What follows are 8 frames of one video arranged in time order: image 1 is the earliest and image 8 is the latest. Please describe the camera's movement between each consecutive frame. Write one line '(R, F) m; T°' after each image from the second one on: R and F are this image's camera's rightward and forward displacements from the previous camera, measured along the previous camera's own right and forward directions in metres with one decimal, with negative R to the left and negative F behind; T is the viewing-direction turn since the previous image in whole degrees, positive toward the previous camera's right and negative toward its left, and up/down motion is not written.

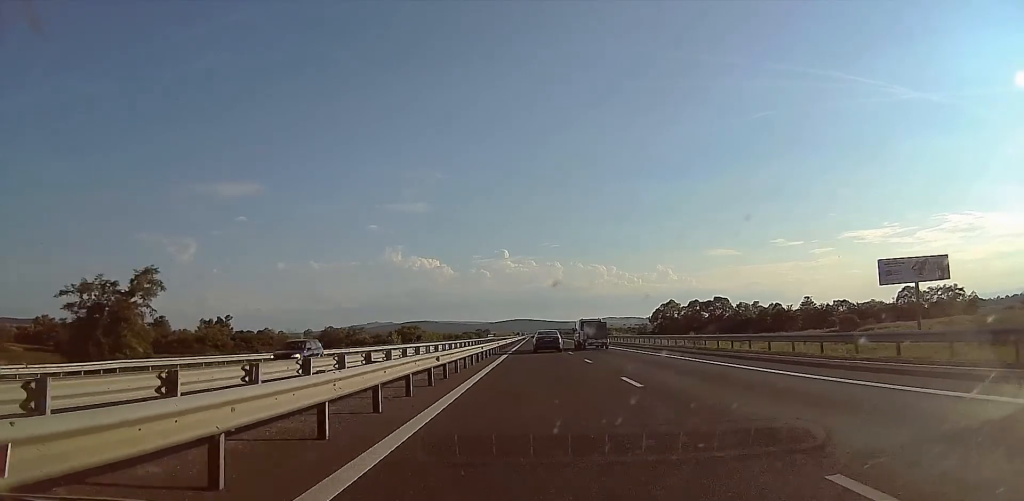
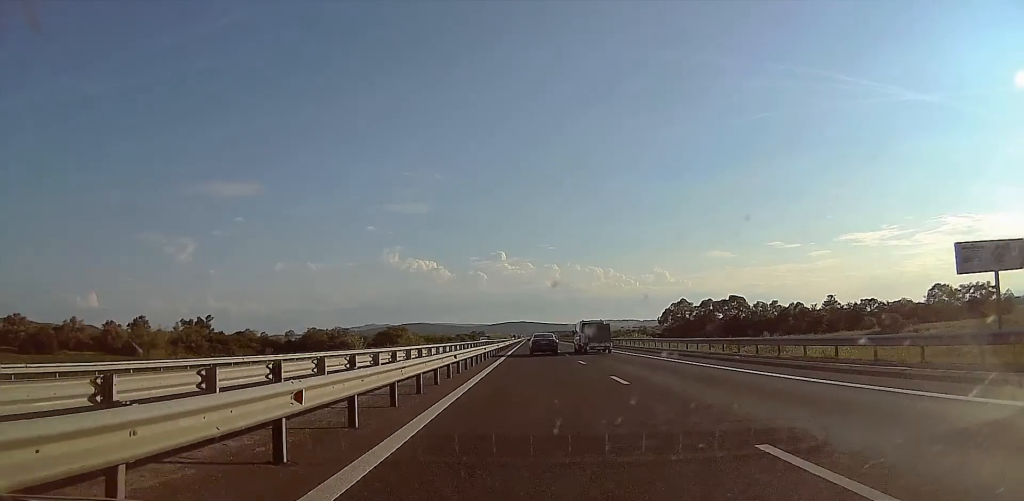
(0.0, +22.5) m; 0°
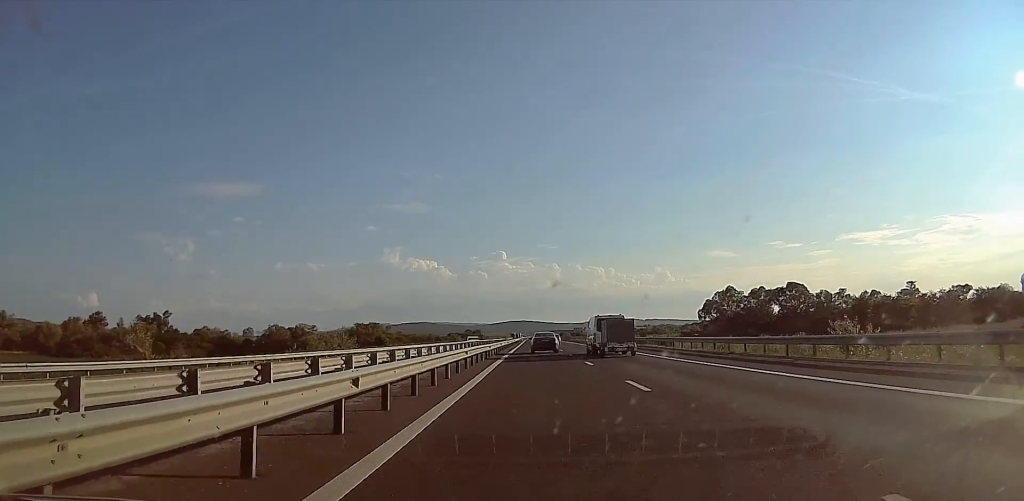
(+0.1, +50.7) m; 0°
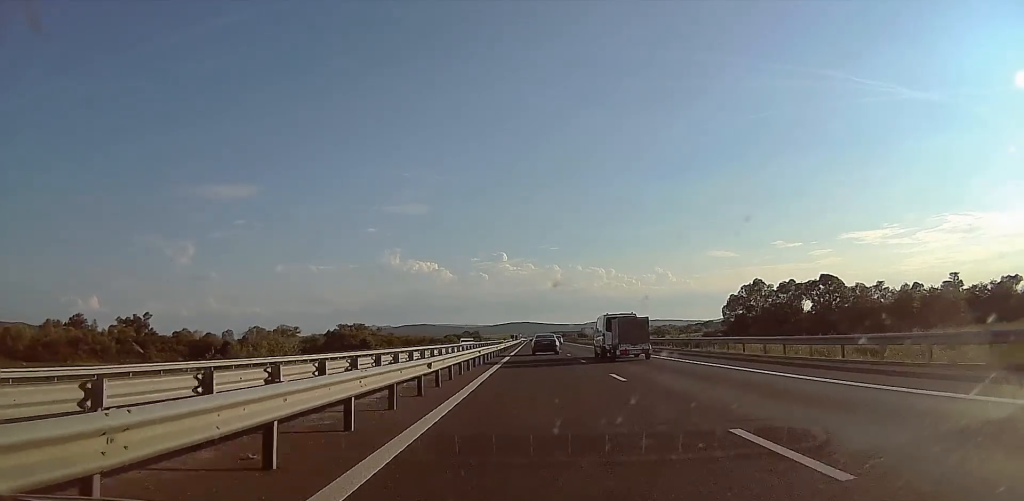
(0.0, +20.5) m; 0°
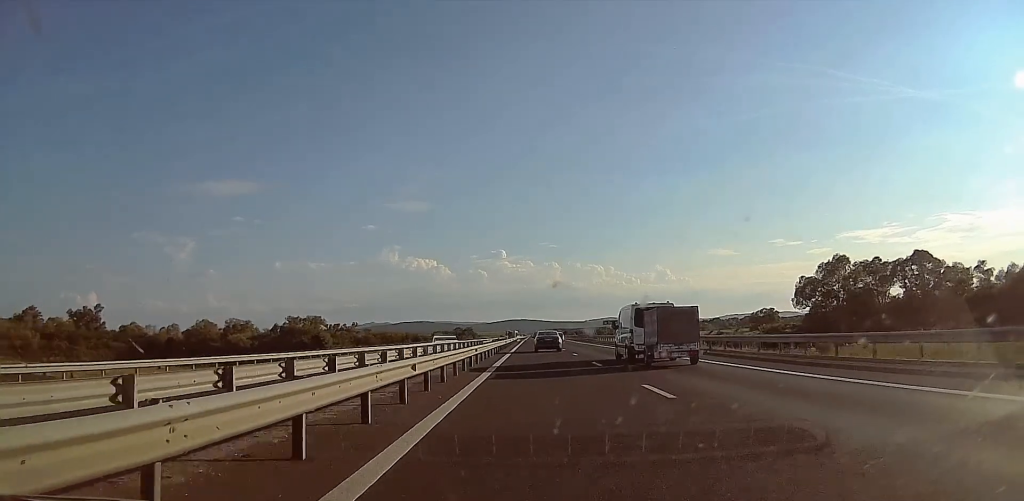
(0.0, +41.3) m; 0°
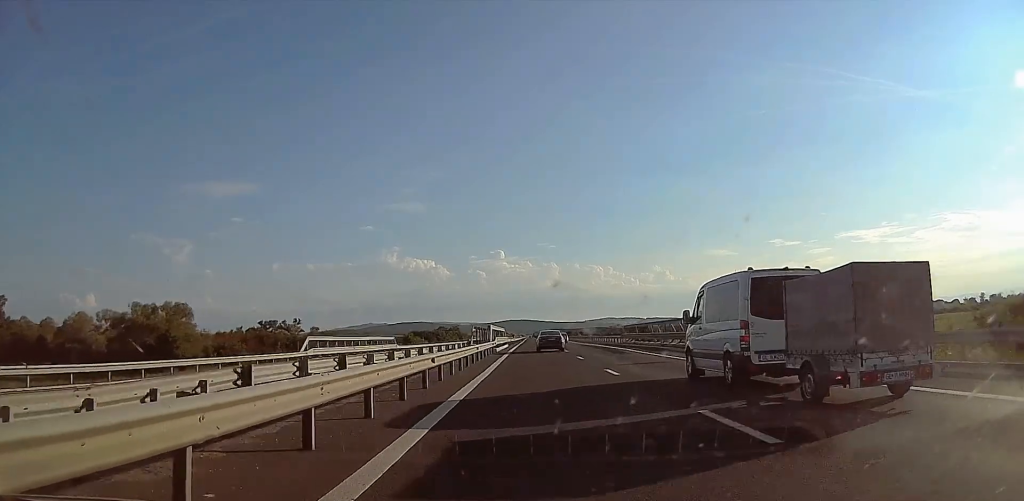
(+0.3, +65.6) m; +1°
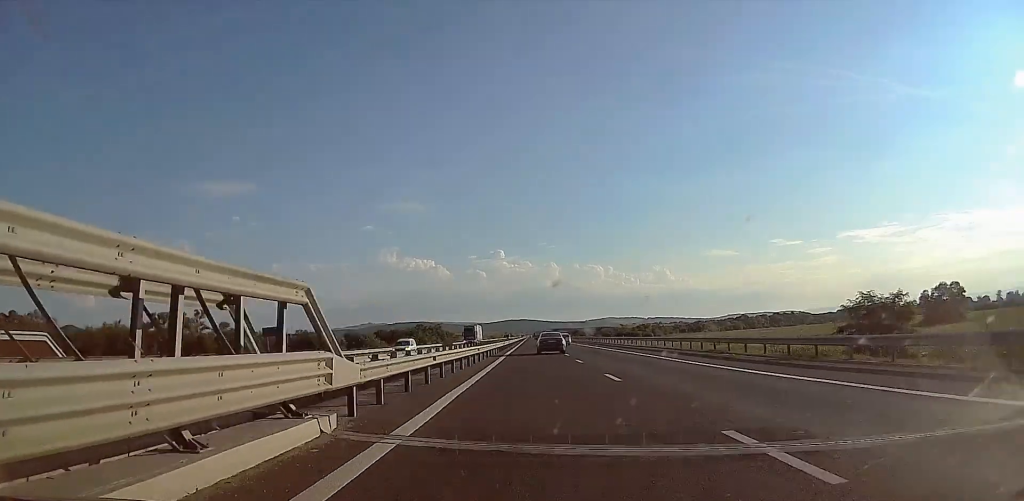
(-0.6, +62.4) m; -2°
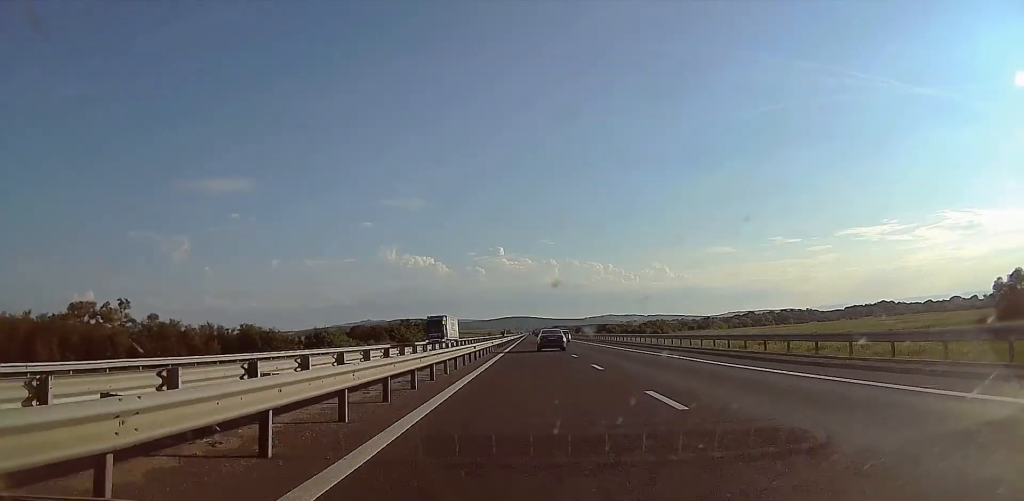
(-0.4, +29.3) m; -1°
